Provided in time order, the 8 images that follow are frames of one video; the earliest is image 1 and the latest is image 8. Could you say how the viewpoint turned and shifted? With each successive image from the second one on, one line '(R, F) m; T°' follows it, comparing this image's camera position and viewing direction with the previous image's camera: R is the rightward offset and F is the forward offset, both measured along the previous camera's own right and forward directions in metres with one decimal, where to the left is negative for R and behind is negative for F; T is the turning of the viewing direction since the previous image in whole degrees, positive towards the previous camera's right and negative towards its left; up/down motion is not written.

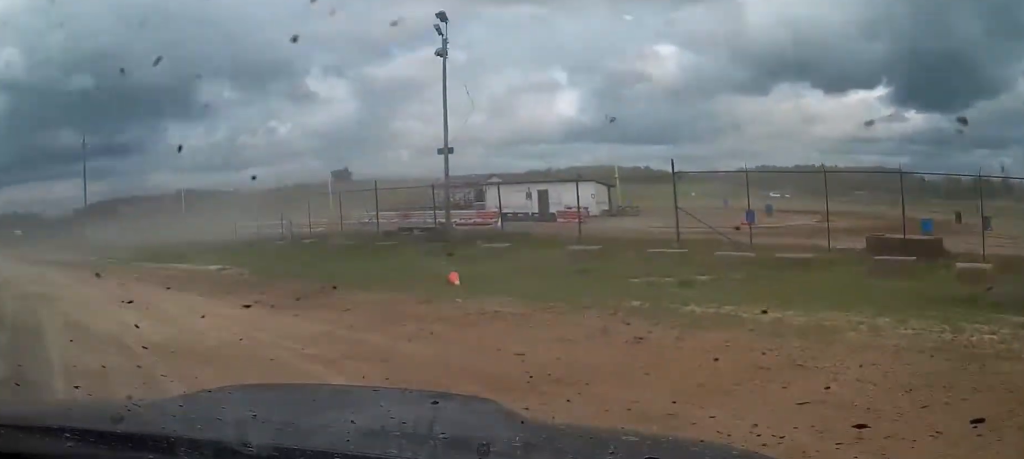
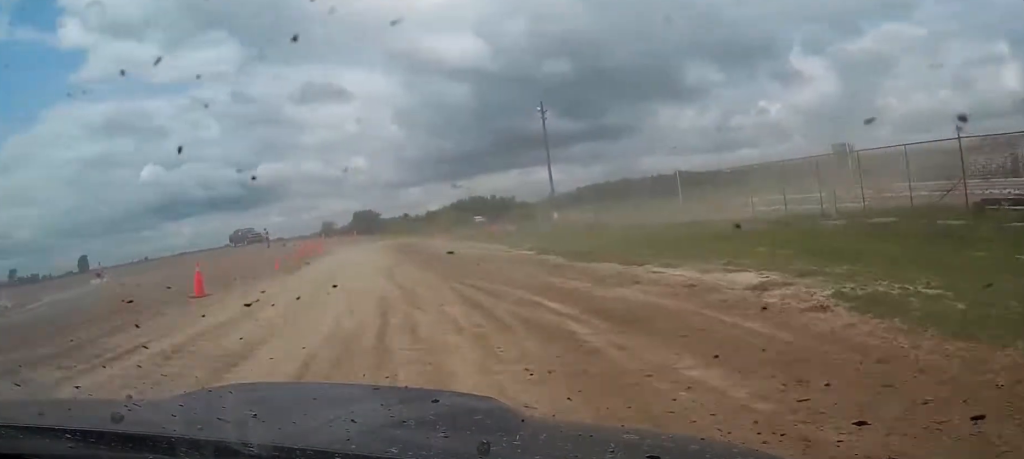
(-1.5, +16.2) m; -27°
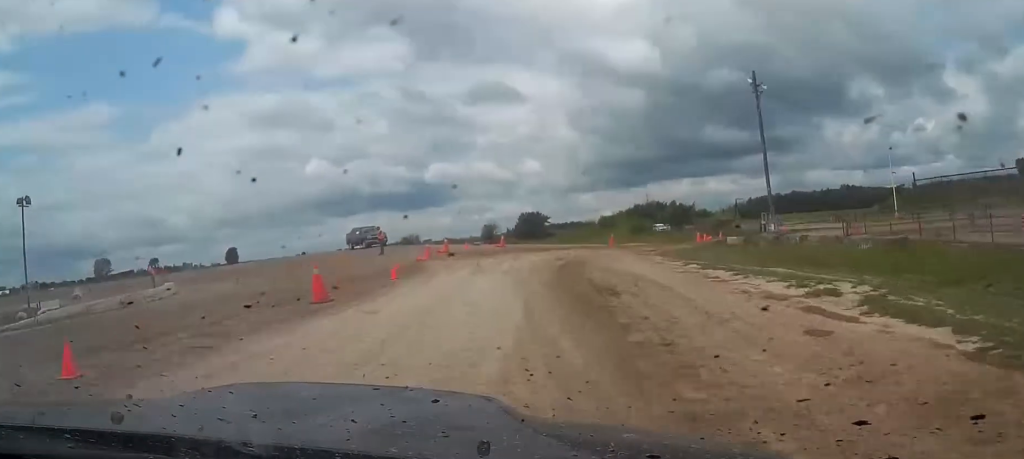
(-5.0, +16.4) m; -20°
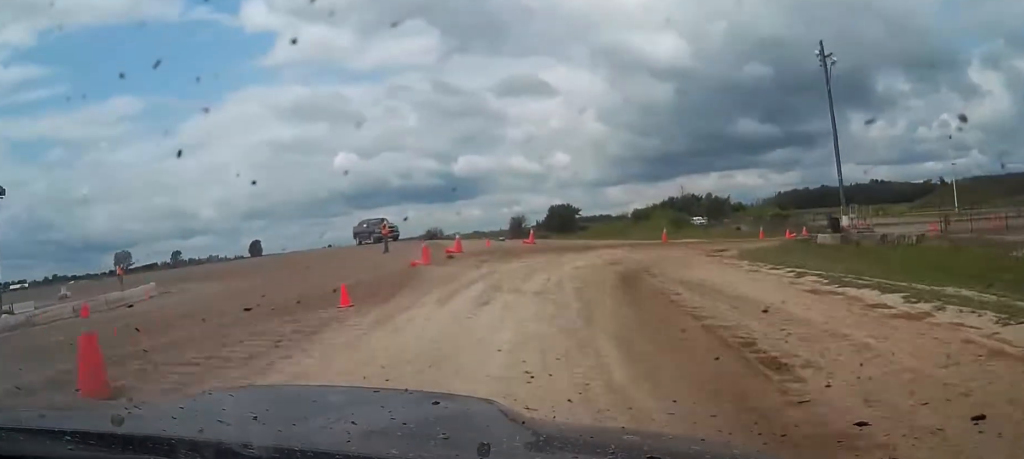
(-0.3, +6.7) m; -2°
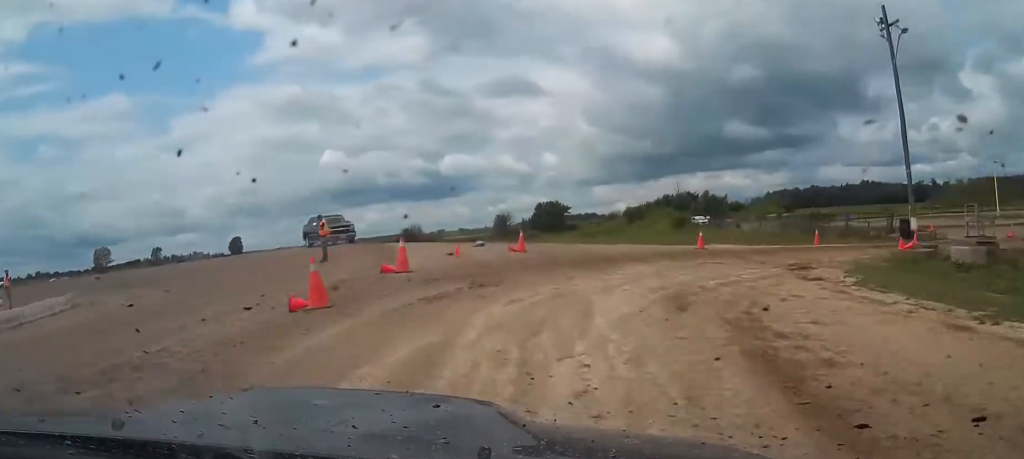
(-0.1, +8.7) m; +2°
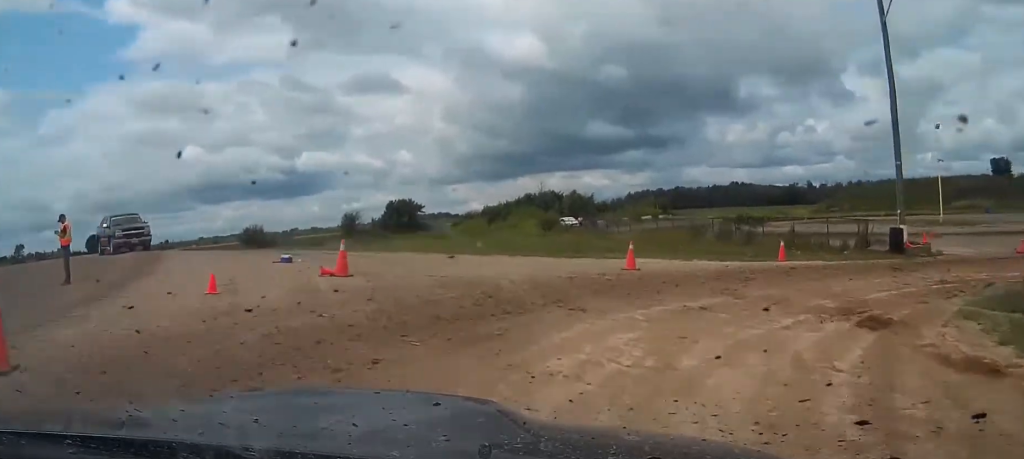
(0.0, +9.9) m; +7°
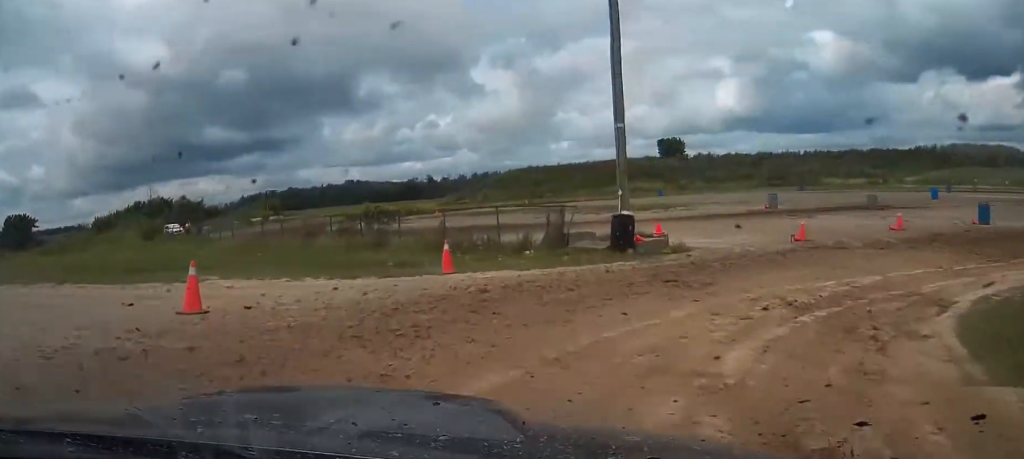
(+0.9, +9.6) m; +19°
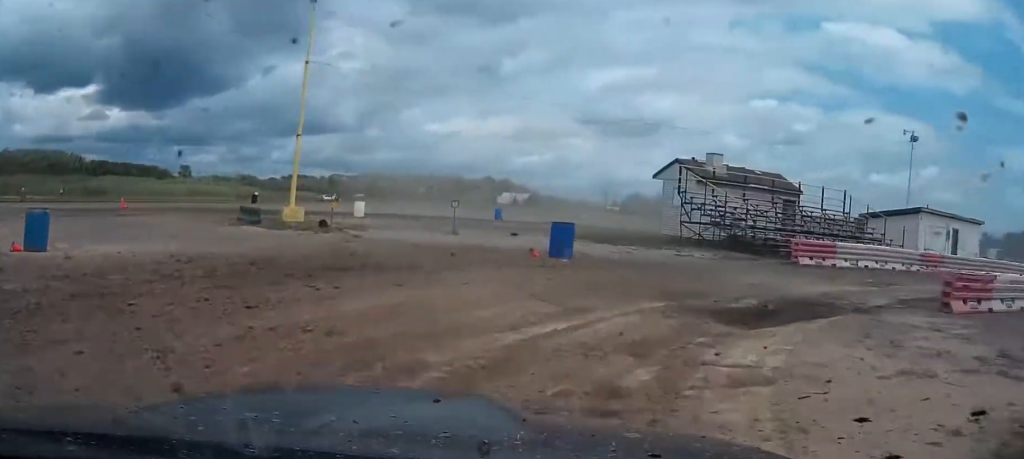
(+10.0, +11.7) m; +91°
